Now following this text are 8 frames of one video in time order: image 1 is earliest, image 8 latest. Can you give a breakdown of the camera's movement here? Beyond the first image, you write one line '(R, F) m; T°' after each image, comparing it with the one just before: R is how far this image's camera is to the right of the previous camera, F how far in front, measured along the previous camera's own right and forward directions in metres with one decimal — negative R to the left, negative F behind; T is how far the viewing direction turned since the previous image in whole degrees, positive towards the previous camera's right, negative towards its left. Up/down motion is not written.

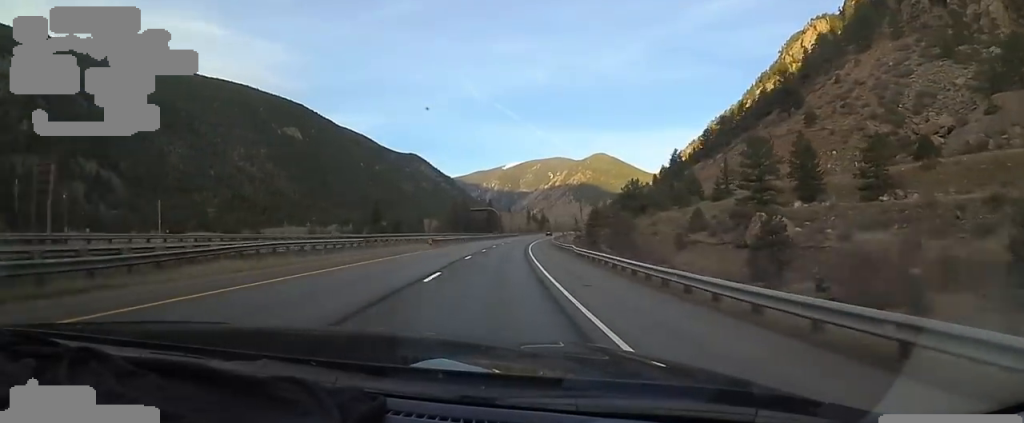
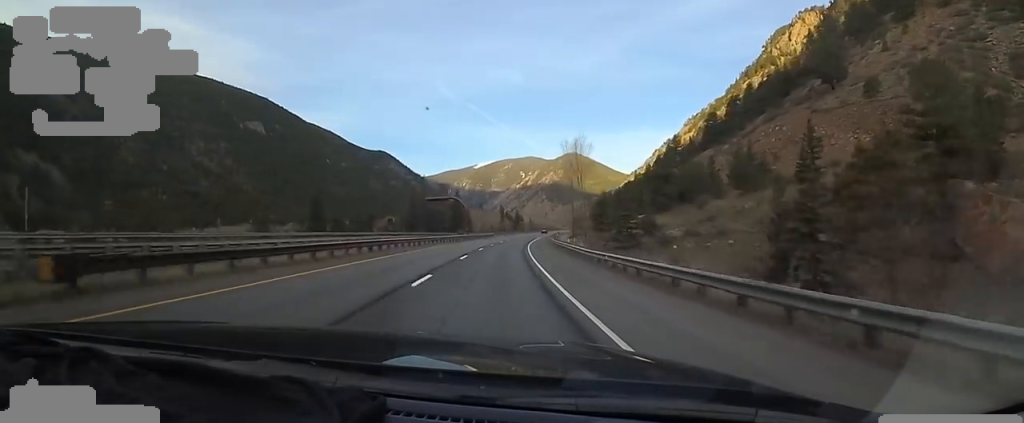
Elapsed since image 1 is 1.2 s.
(-0.5, +37.8) m; +2°
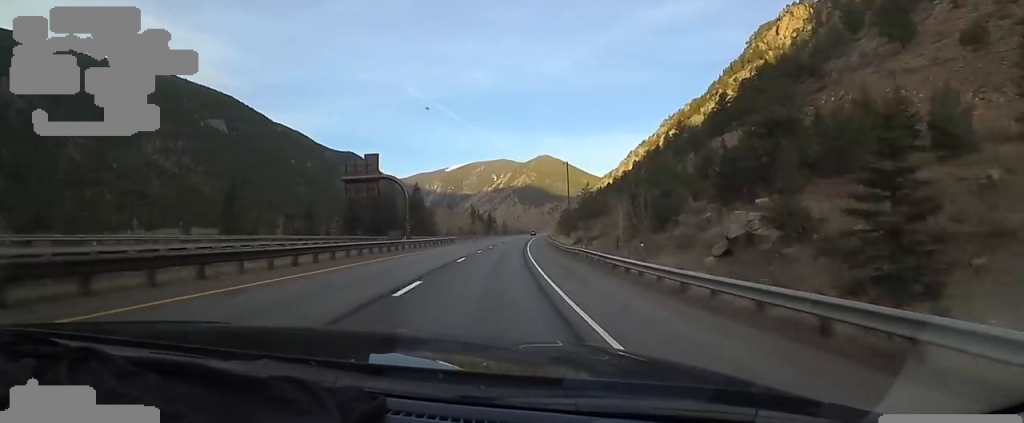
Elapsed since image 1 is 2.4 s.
(+2.0, +37.9) m; +4°
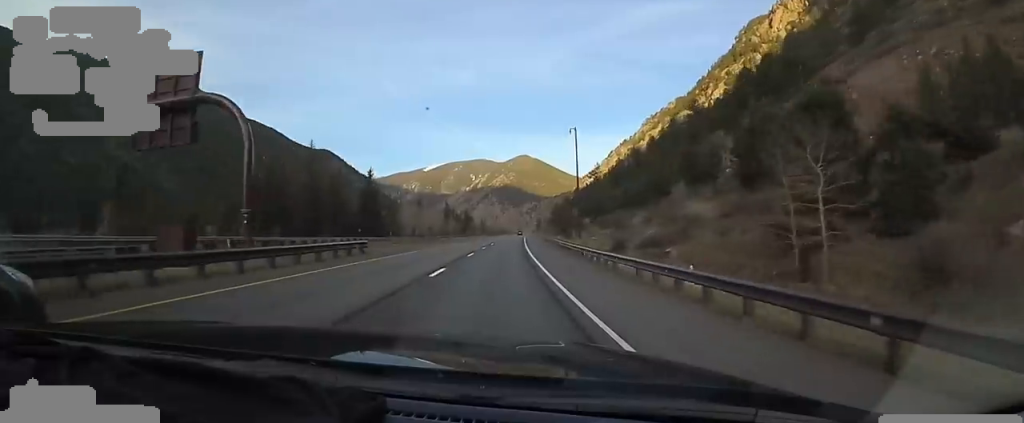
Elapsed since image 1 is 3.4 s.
(+0.5, +32.5) m; +4°
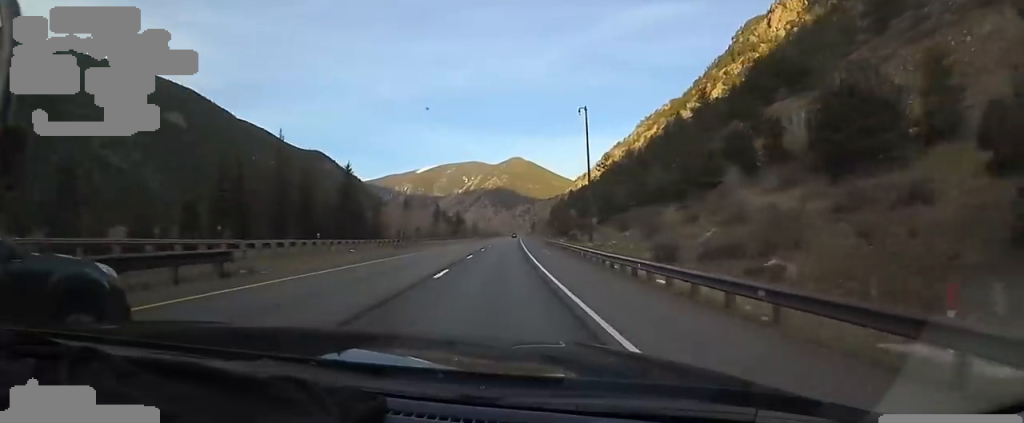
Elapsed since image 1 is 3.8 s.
(+0.1, +12.5) m; +2°
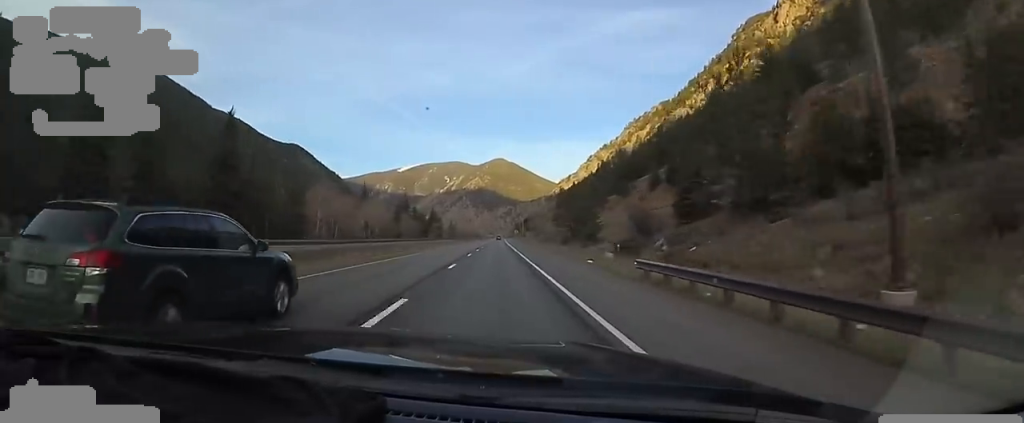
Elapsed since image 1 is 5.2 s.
(+2.5, +43.7) m; +2°
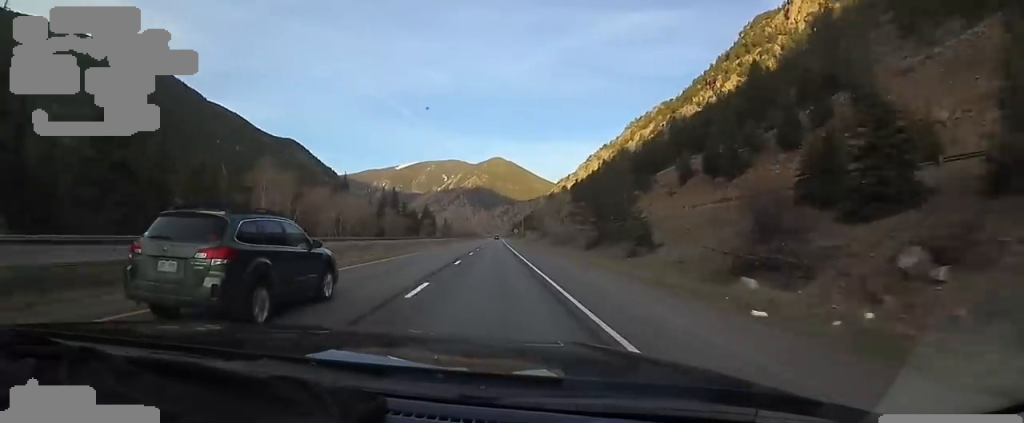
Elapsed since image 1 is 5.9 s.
(-0.7, +20.9) m; -2°
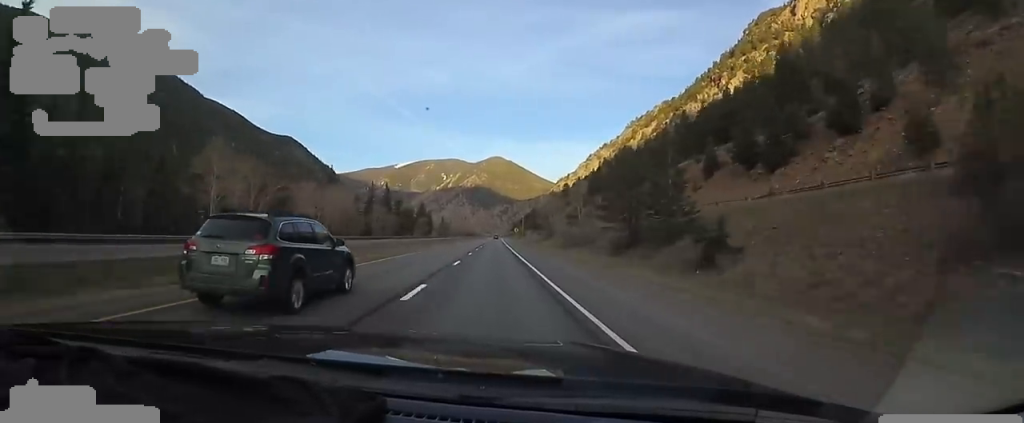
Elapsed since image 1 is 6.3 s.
(-0.2, +12.5) m; 0°
